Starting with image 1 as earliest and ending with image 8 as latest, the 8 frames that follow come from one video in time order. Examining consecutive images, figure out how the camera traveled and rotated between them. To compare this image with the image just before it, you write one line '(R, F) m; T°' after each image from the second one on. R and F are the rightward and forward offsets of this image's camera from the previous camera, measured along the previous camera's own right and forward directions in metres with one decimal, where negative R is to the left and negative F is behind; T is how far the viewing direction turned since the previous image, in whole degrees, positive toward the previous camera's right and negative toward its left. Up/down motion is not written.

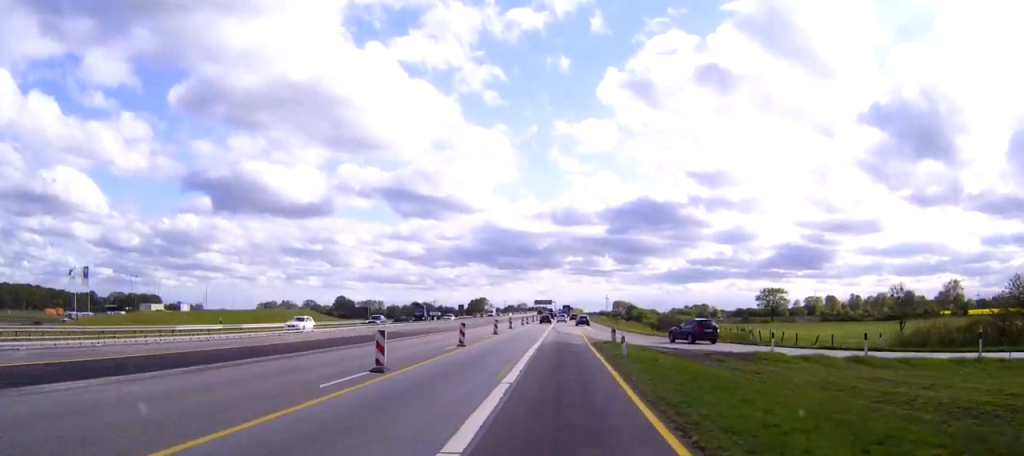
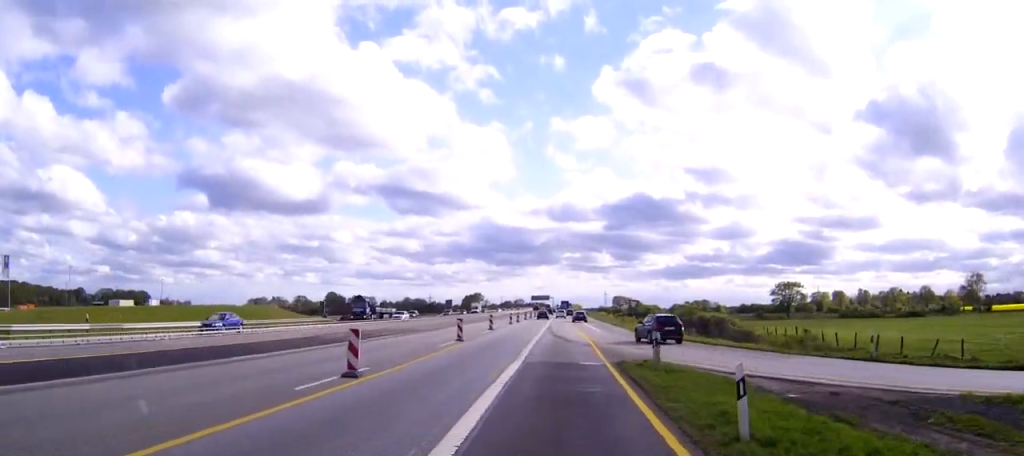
(0.0, +19.1) m; 0°
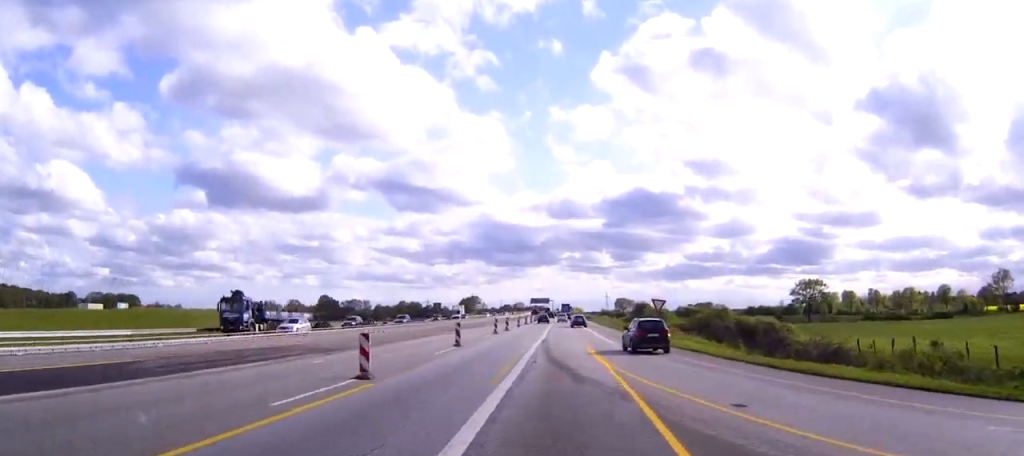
(0.0, +18.9) m; 0°
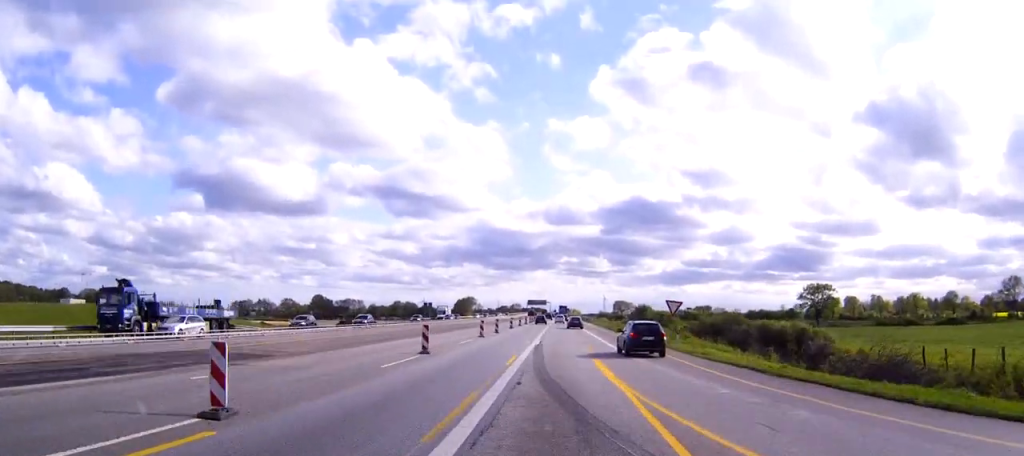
(0.0, +8.7) m; 0°
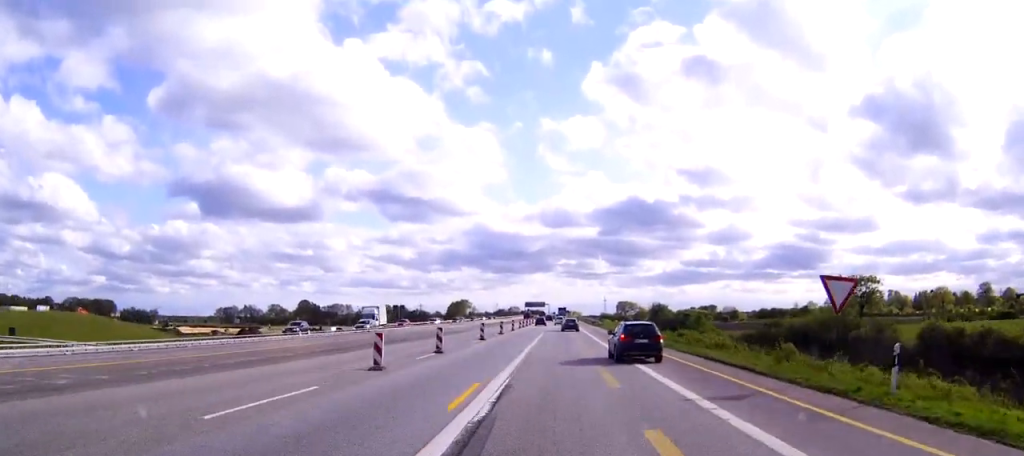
(0.0, +29.5) m; 0°
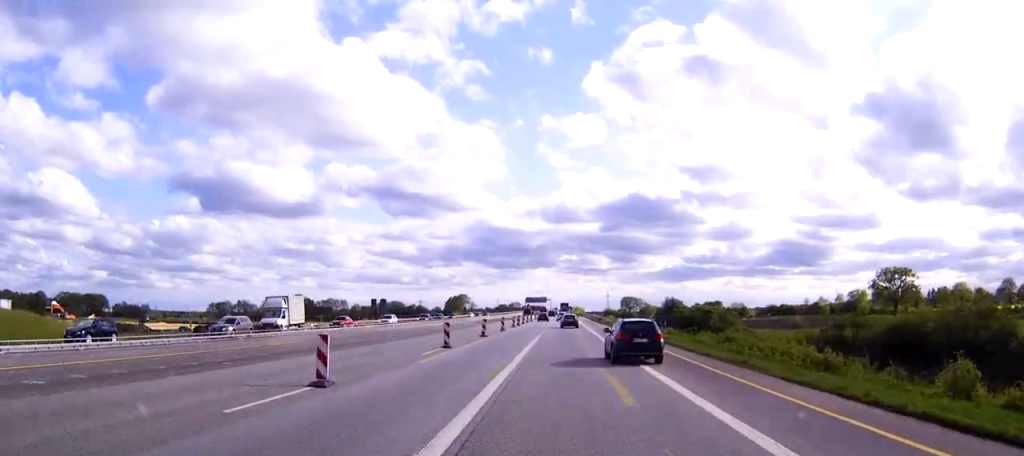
(0.0, +17.0) m; 0°
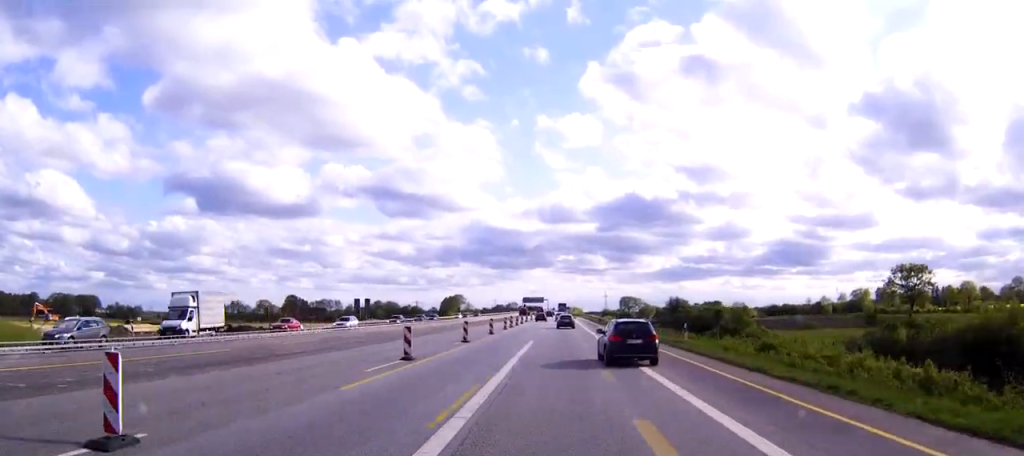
(0.0, +8.5) m; 0°
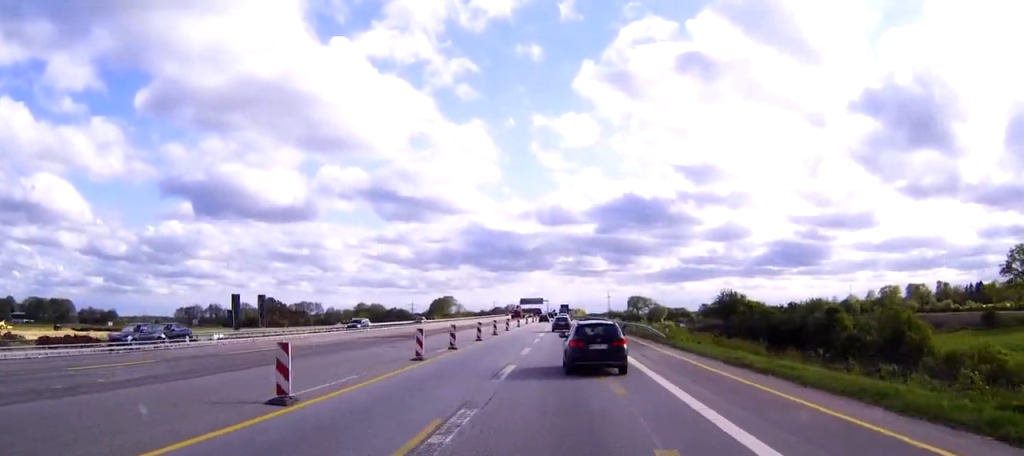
(+0.1, +42.3) m; 0°
